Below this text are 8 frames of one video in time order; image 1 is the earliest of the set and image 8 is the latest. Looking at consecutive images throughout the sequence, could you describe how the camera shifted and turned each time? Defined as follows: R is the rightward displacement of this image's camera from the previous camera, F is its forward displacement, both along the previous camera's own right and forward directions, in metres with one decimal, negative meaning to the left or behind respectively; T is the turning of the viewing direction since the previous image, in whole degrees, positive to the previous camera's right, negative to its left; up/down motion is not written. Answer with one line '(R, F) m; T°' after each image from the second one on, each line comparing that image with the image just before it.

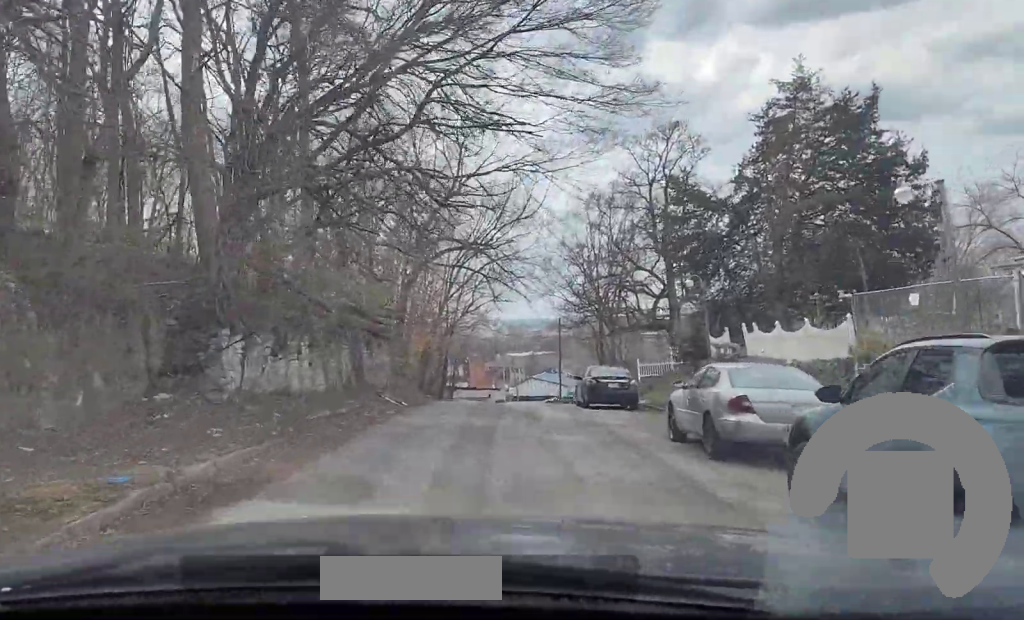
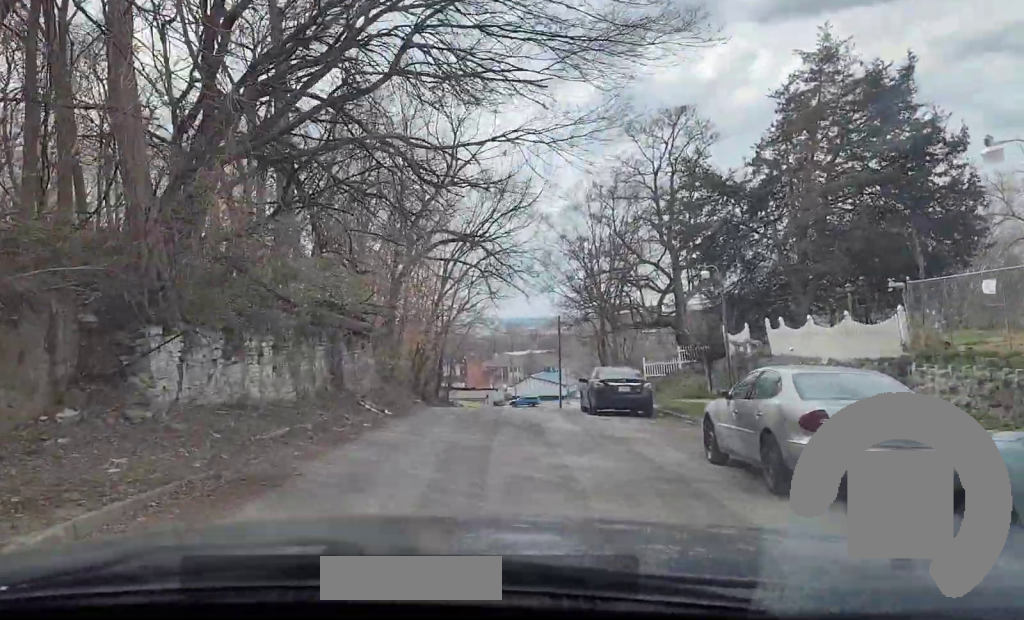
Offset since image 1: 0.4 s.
(0.0, +3.3) m; 0°
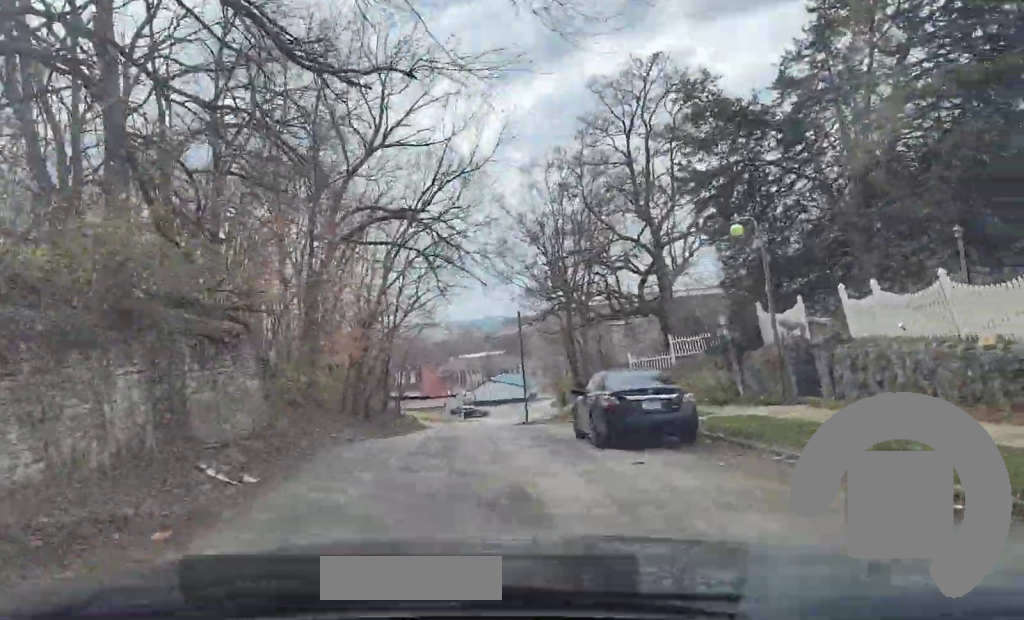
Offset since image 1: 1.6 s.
(-0.1, +10.5) m; 0°
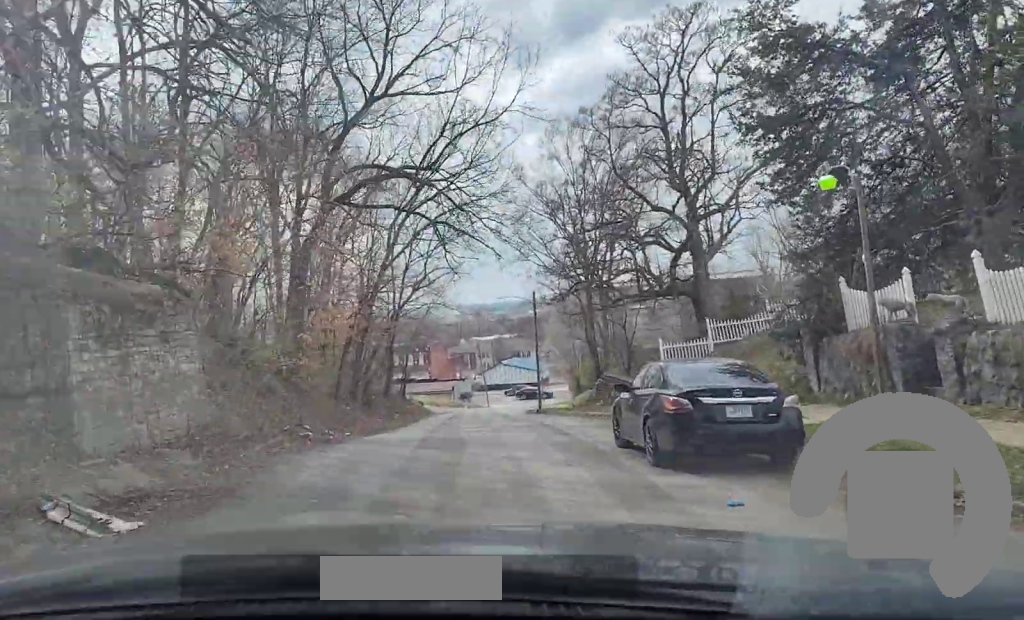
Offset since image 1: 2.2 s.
(0.0, +4.9) m; 0°
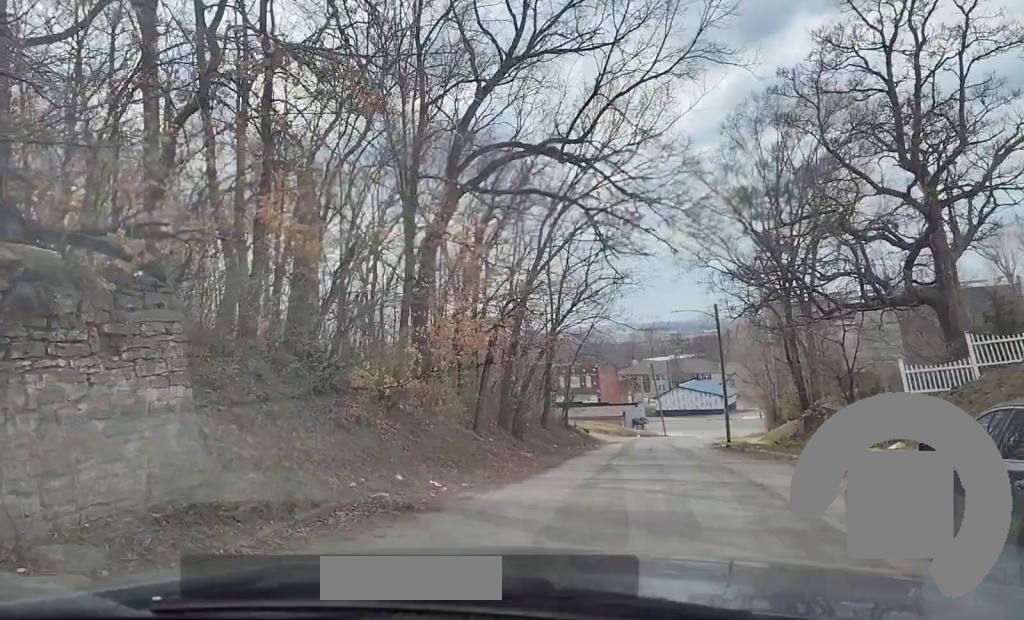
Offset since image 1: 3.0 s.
(0.0, +6.4) m; 0°
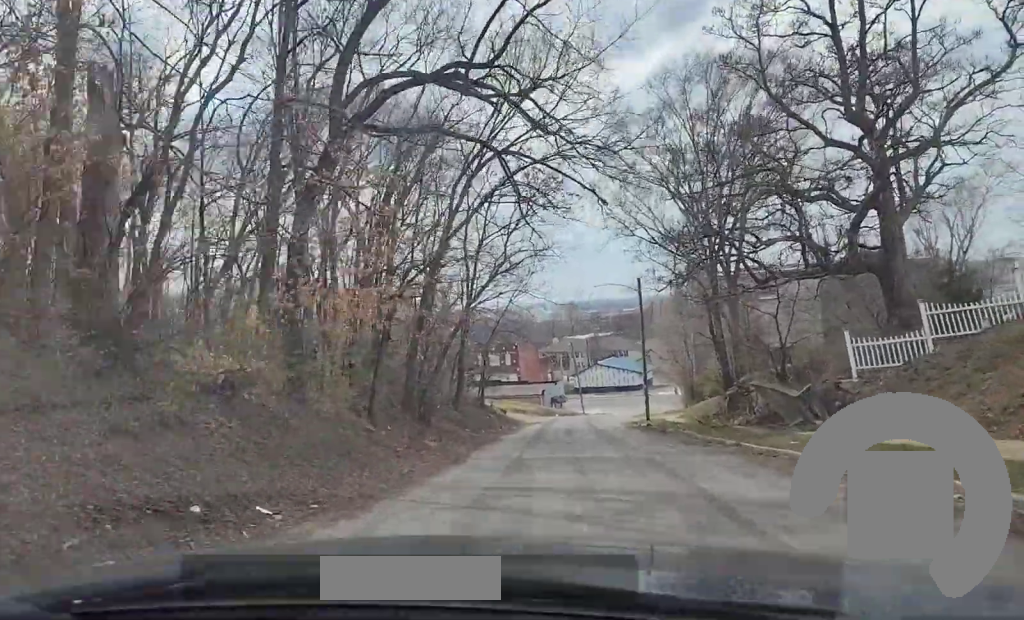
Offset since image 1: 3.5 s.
(0.0, +4.4) m; 0°
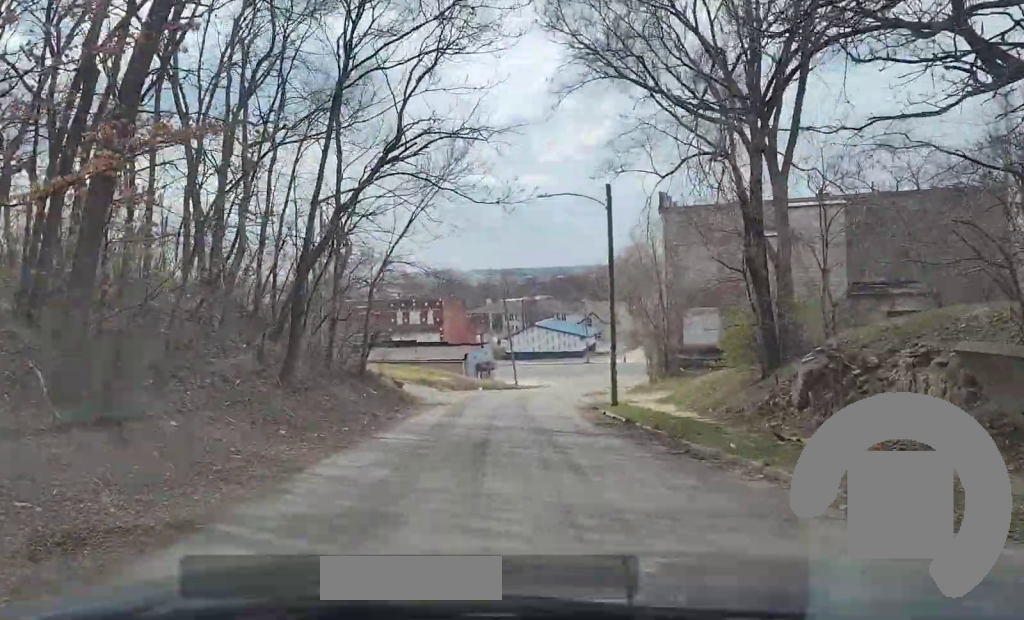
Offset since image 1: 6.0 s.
(0.0, +22.3) m; 0°
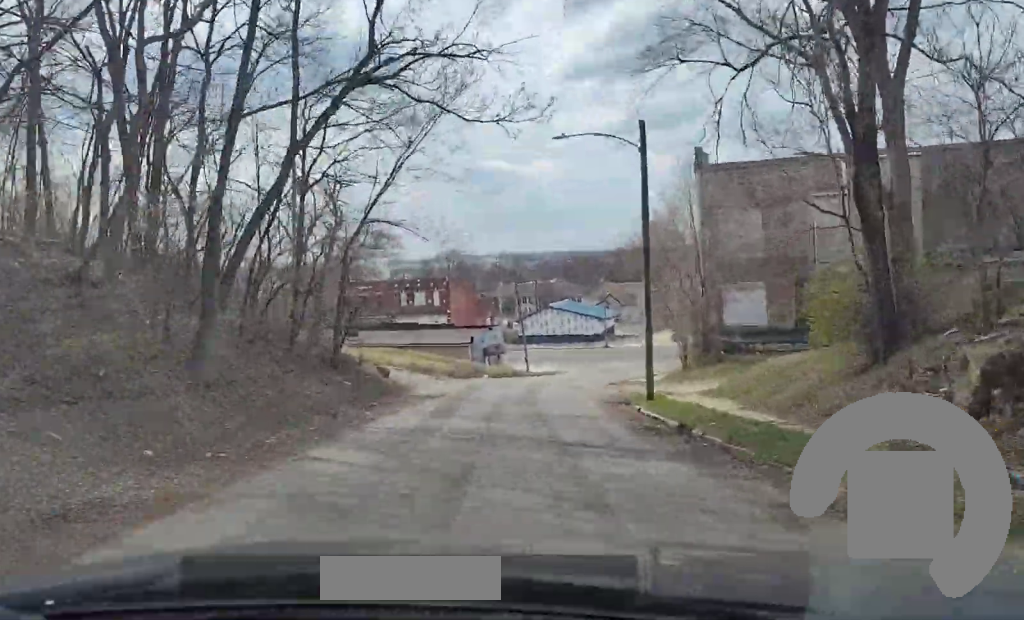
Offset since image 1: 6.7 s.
(0.0, +6.1) m; 0°
